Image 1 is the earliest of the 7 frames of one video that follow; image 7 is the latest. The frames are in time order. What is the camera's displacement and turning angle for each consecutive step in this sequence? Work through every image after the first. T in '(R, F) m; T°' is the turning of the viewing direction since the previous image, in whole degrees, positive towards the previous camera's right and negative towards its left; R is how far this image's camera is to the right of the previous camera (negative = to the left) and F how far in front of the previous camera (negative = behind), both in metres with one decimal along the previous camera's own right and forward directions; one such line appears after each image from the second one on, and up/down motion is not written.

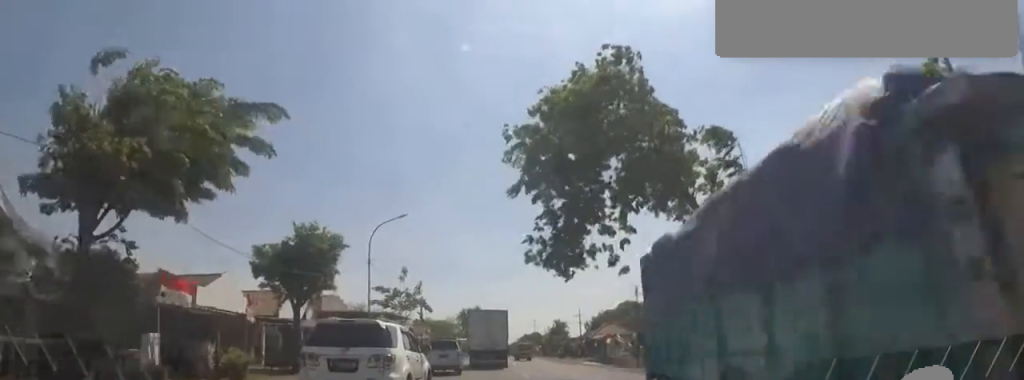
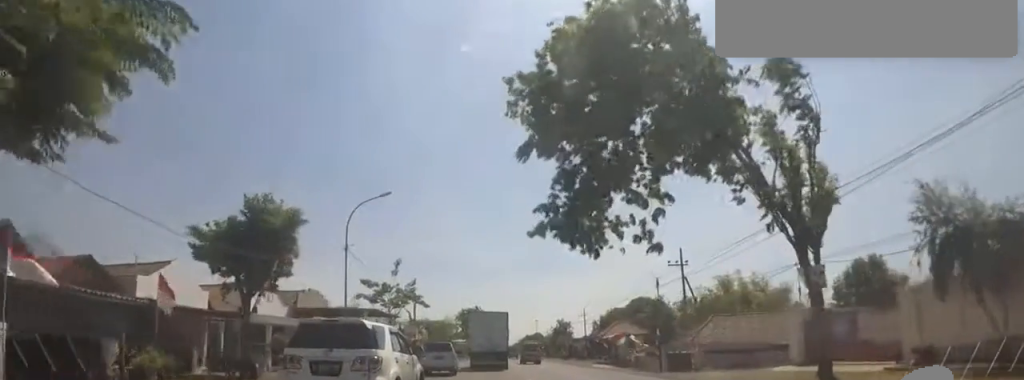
(+0.6, +4.7) m; -1°
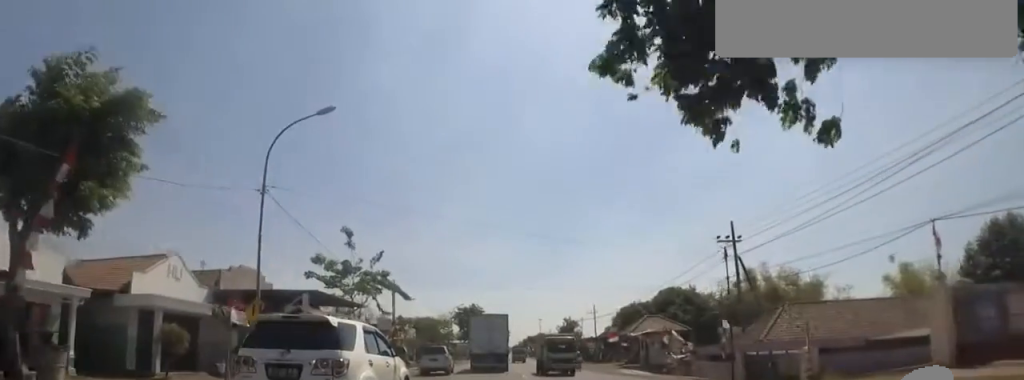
(-0.6, +9.7) m; 0°
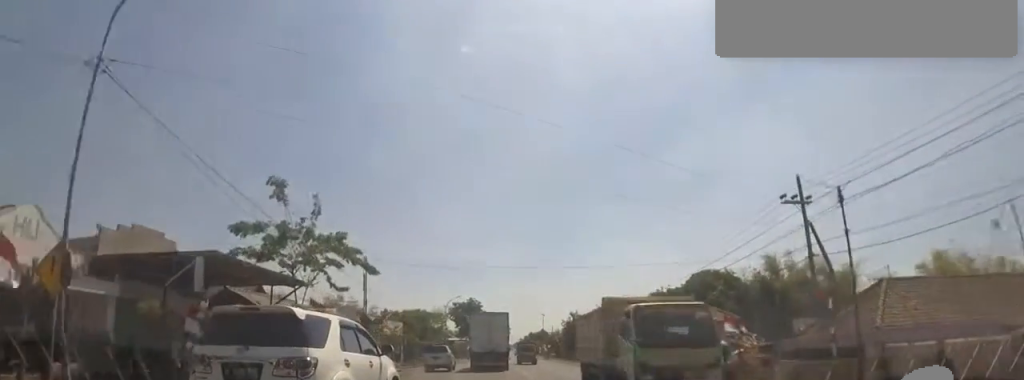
(+0.6, +8.2) m; 0°
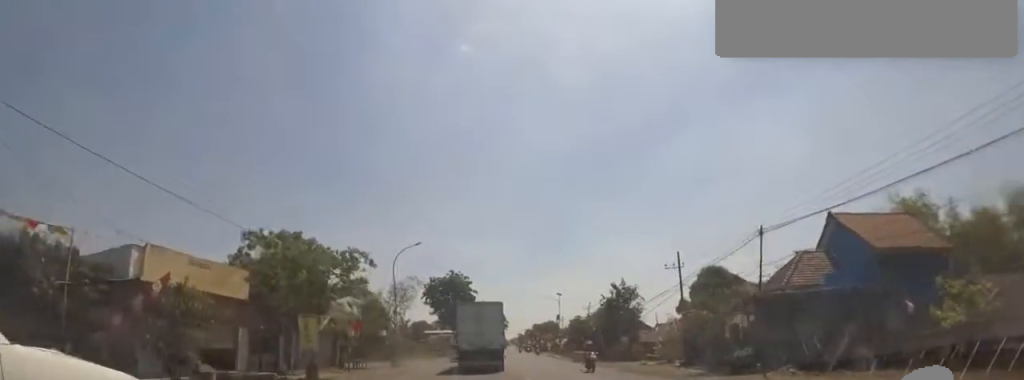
(+1.4, +32.9) m; 0°
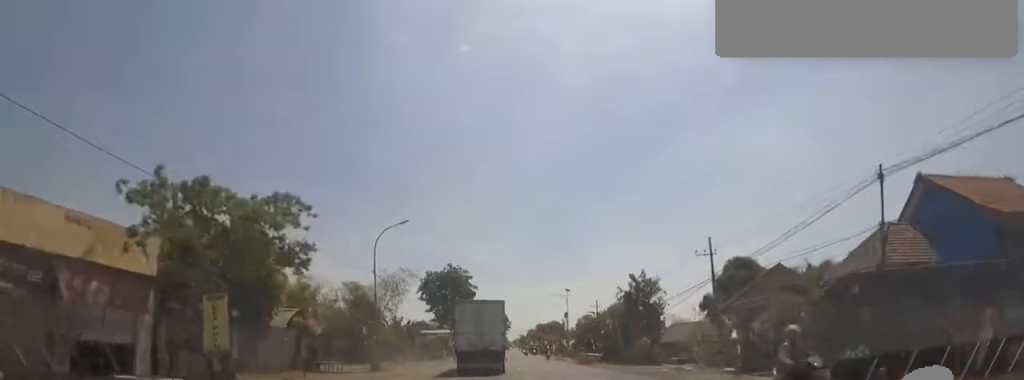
(-0.4, +6.3) m; -1°
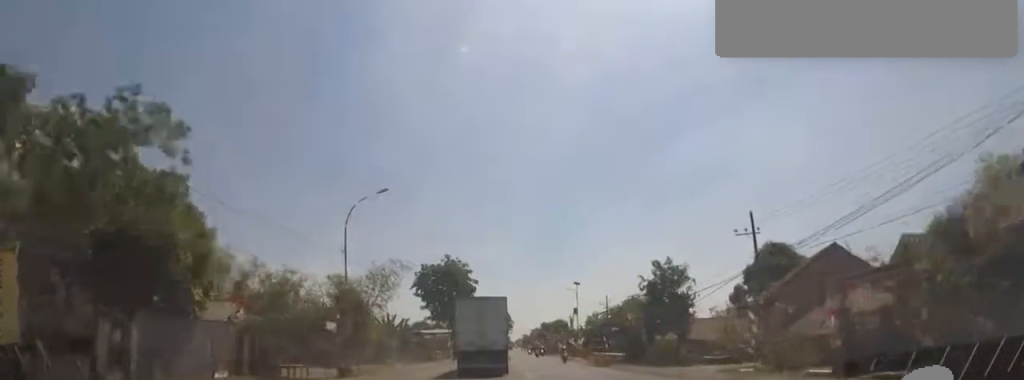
(-0.6, +6.3) m; 0°
